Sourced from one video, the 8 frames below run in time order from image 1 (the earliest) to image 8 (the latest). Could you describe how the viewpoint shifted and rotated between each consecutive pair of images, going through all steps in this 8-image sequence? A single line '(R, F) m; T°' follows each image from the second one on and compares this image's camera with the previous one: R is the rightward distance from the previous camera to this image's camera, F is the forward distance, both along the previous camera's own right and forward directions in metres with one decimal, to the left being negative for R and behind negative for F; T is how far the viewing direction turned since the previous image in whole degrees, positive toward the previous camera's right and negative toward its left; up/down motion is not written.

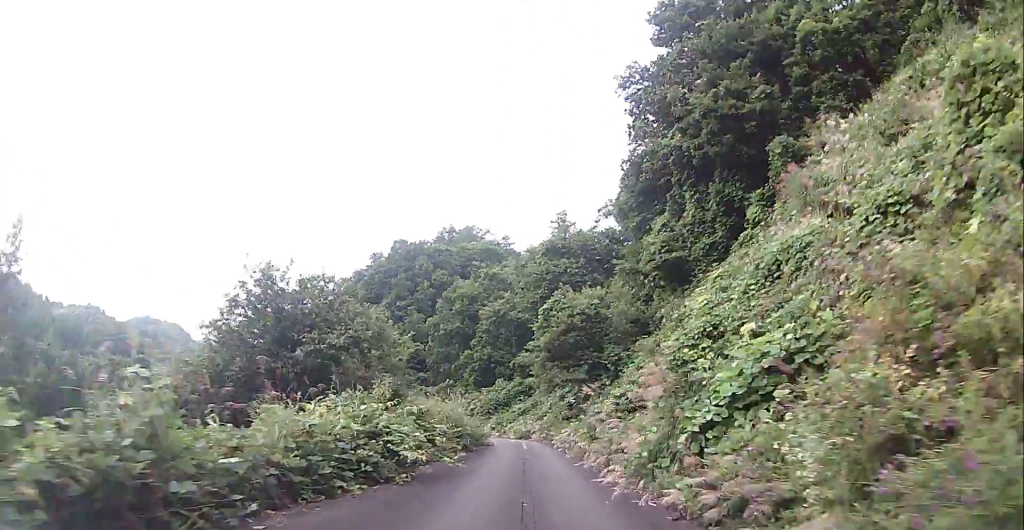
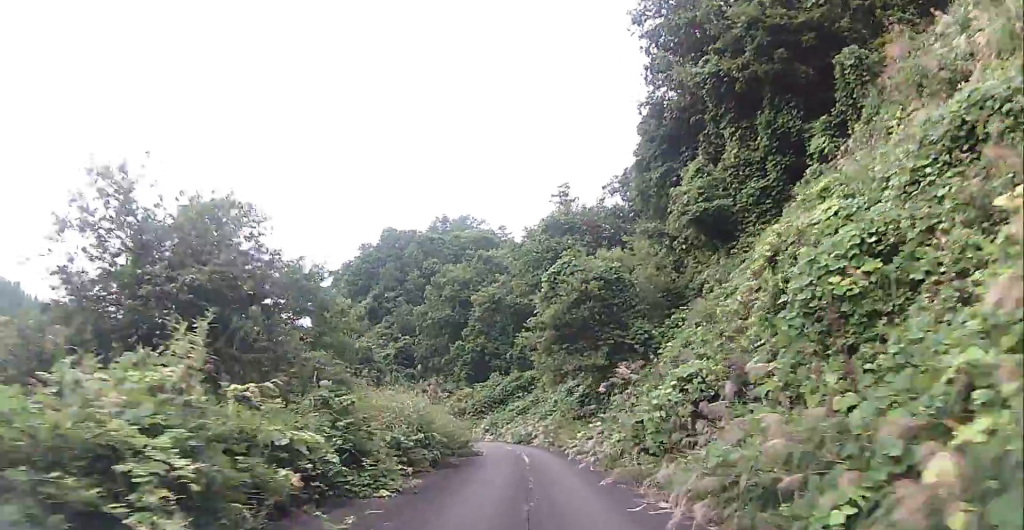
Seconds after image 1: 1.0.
(0.0, +9.3) m; +4°
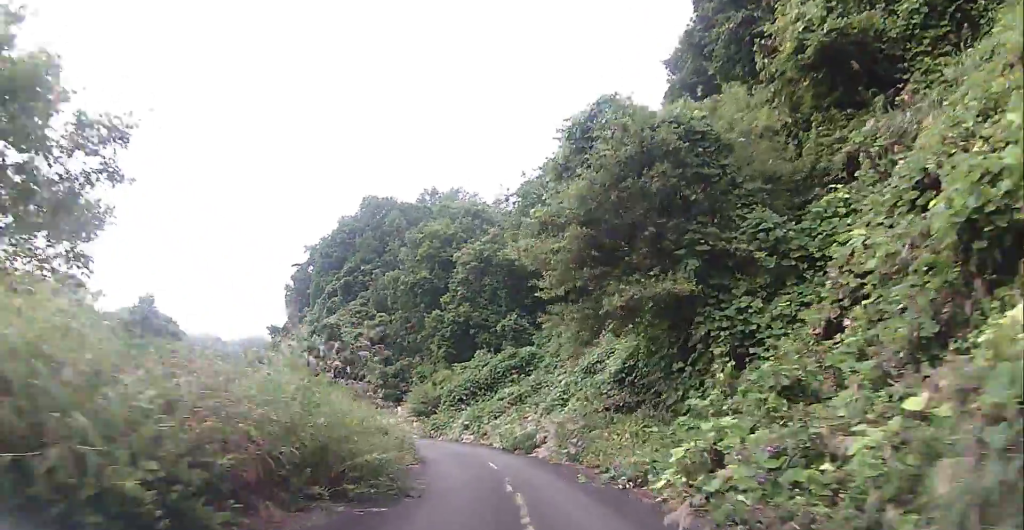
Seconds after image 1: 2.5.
(+0.6, +15.1) m; -1°
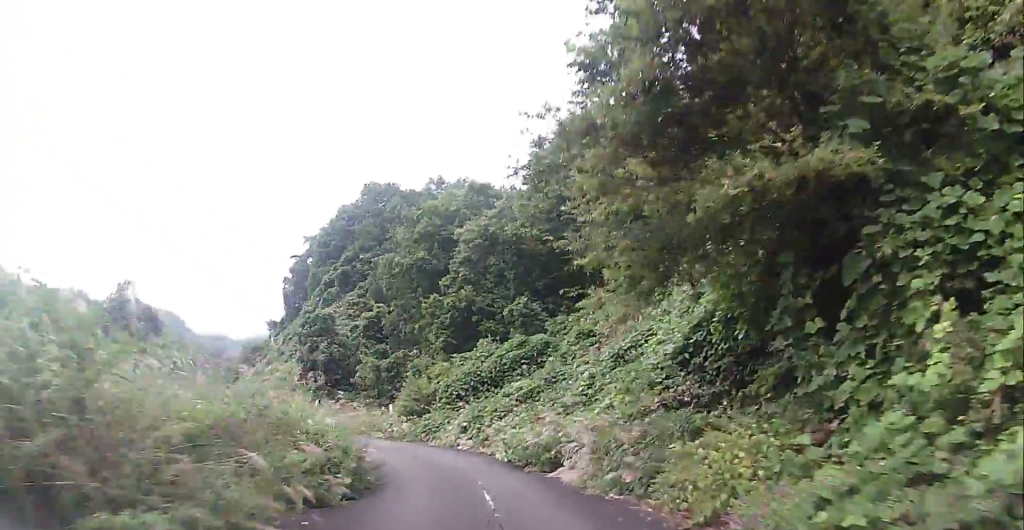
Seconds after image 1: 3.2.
(-0.2, +7.2) m; -4°
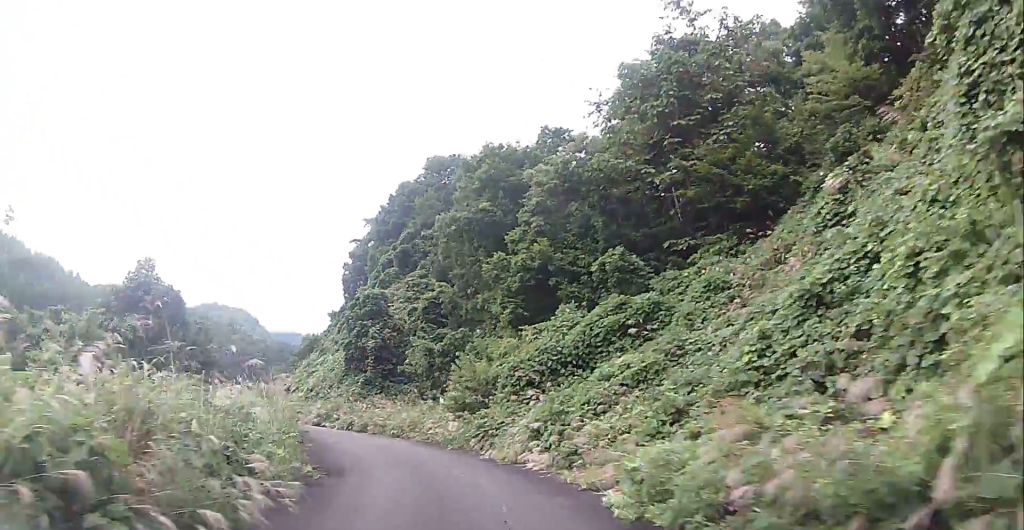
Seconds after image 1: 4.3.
(-0.6, +11.4) m; -6°
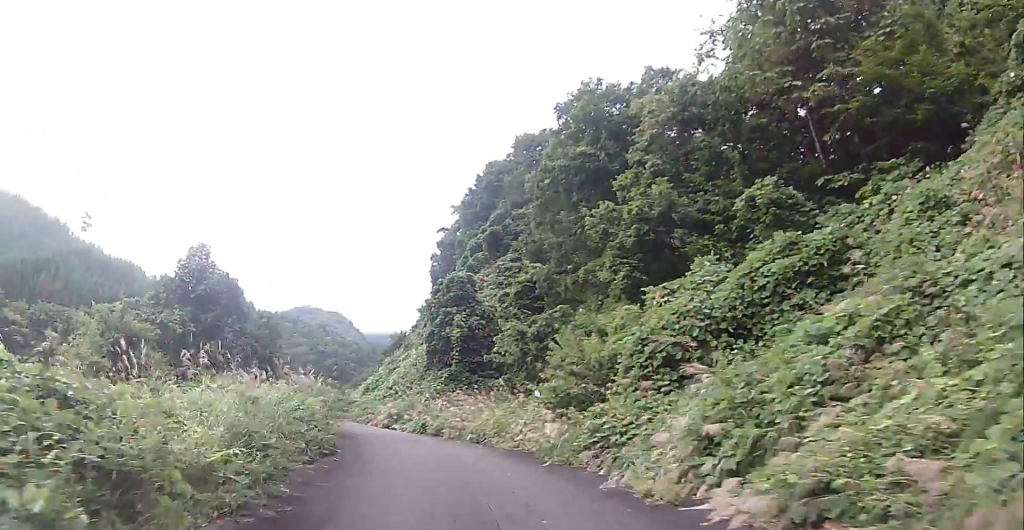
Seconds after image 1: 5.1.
(-0.1, +8.2) m; -7°
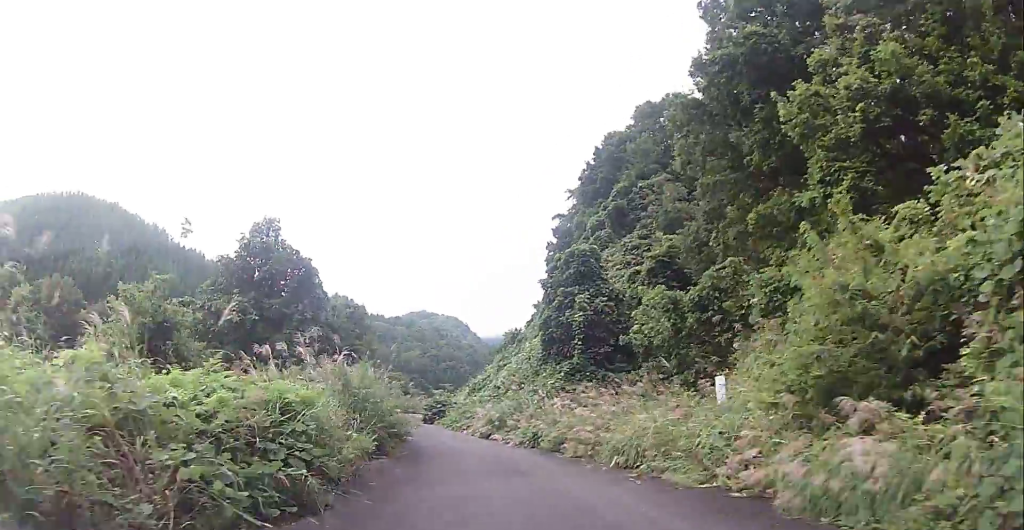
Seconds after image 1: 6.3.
(-1.3, +11.3) m; -8°
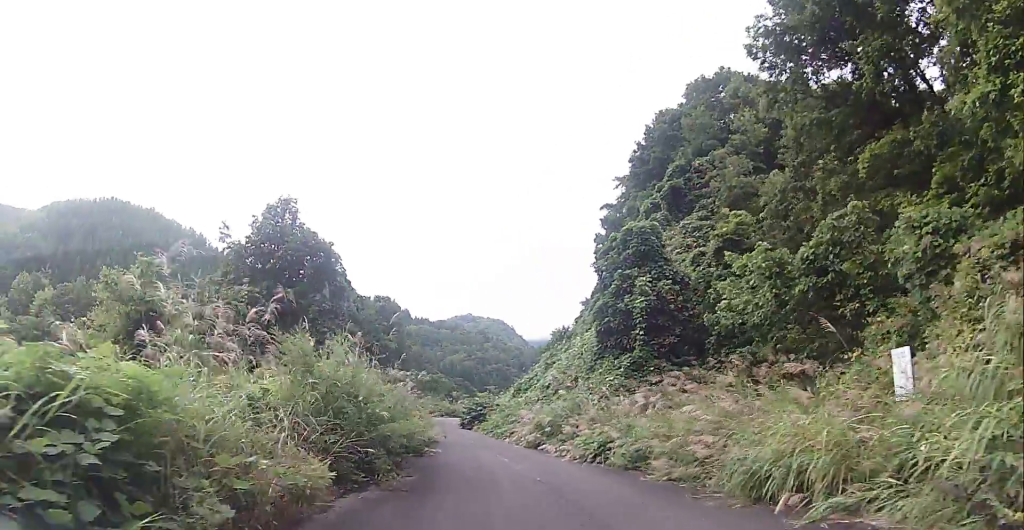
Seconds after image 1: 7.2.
(-0.1, +7.8) m; -5°
